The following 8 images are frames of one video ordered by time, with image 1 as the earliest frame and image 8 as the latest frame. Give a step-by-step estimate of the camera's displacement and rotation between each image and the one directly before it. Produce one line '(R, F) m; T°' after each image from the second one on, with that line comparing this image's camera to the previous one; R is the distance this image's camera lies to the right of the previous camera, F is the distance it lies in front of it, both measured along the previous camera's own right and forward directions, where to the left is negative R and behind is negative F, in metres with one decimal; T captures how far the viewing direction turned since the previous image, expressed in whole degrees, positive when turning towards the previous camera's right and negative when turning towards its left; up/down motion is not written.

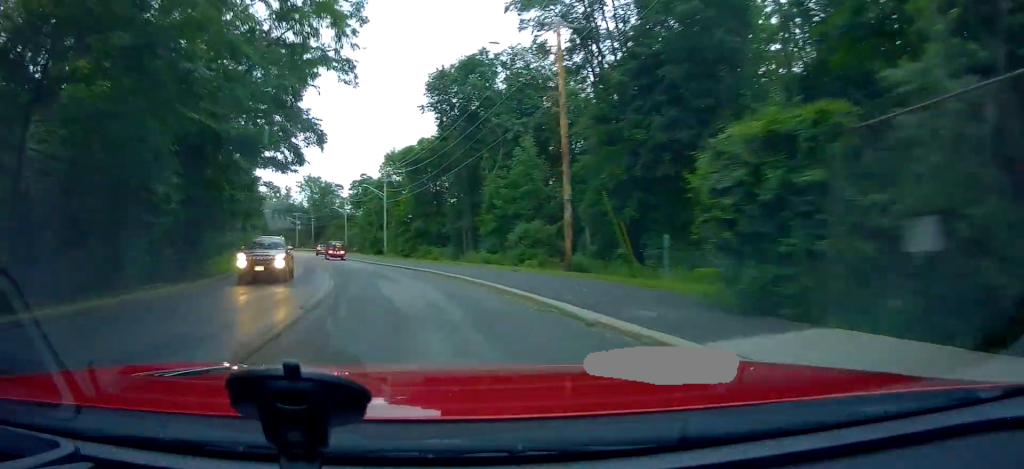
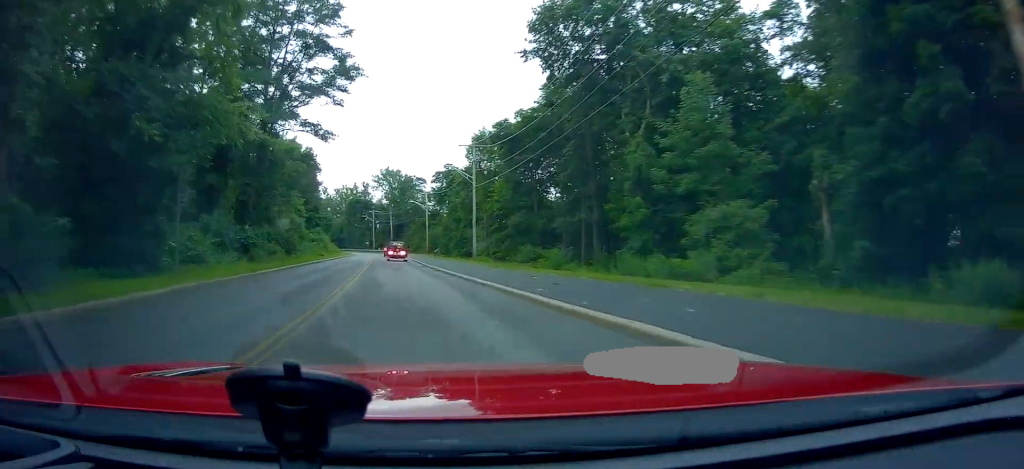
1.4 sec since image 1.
(-2.6, +20.4) m; -11°
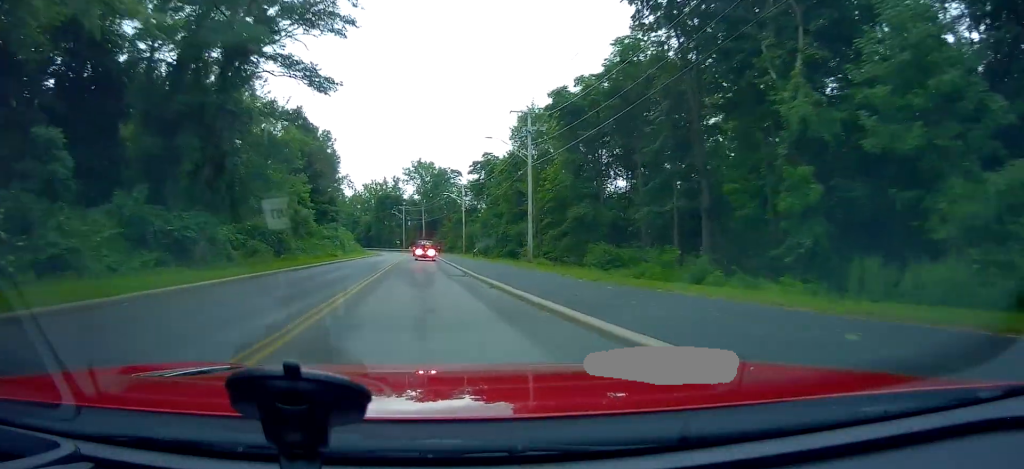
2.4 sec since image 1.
(-0.1, +14.7) m; -4°
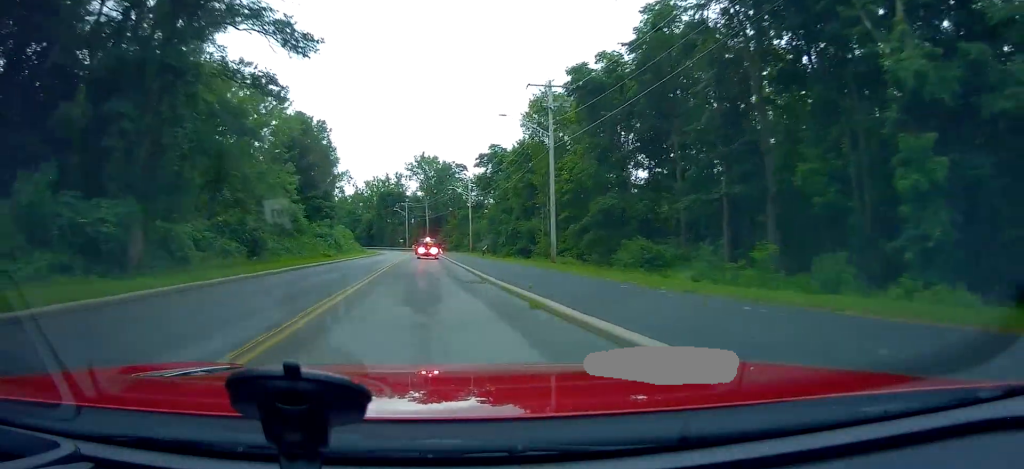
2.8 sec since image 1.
(-0.4, +6.7) m; -3°
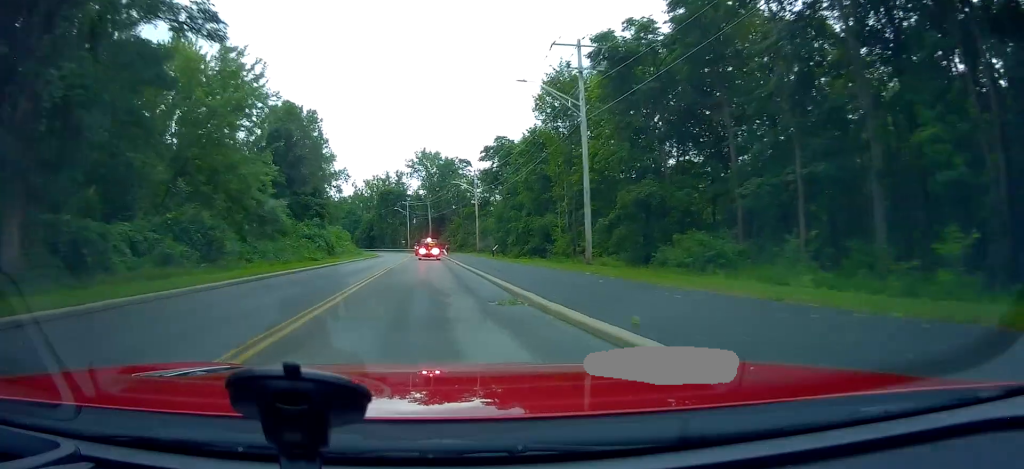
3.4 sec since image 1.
(-0.1, +7.6) m; -4°
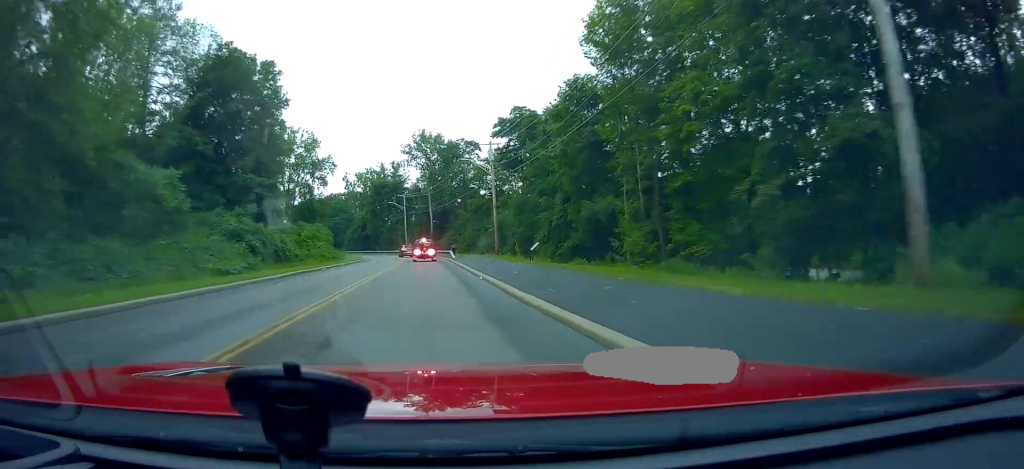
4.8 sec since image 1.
(-0.5, +21.4) m; 0°
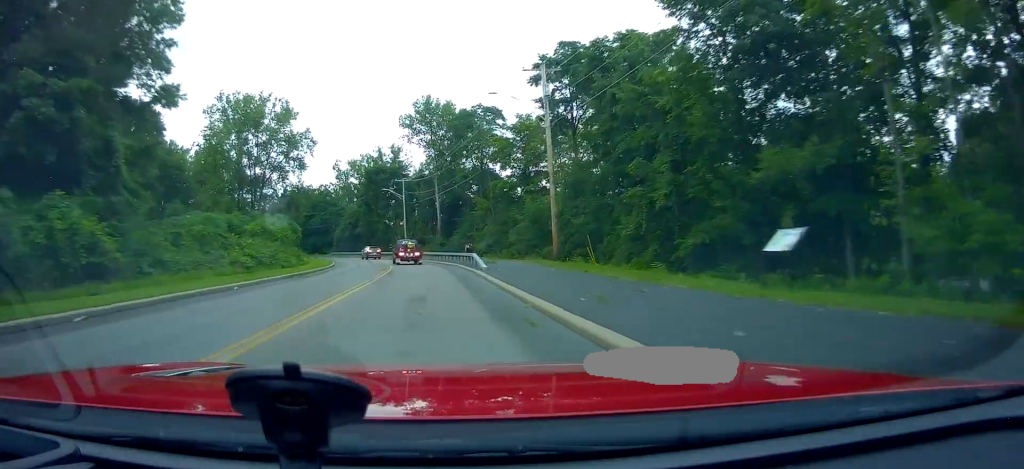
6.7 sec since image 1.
(-0.5, +26.0) m; -1°
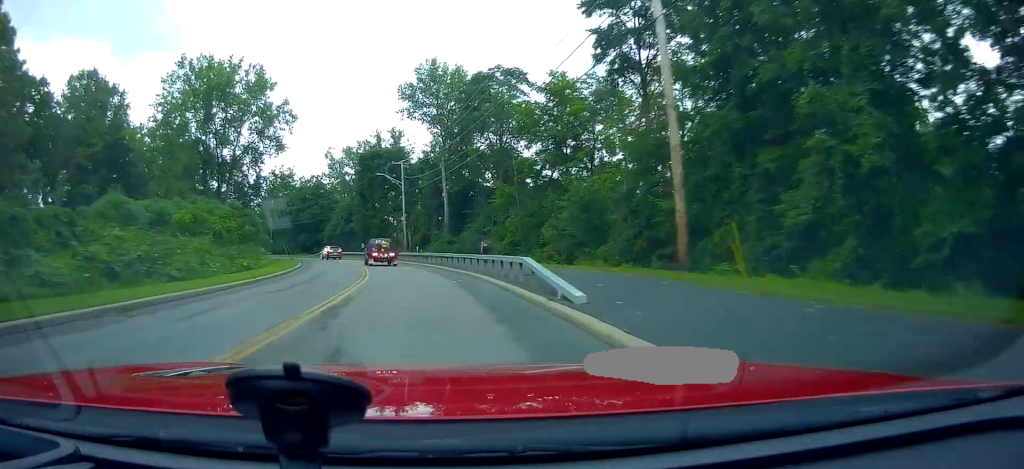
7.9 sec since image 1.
(+0.5, +16.8) m; -1°
